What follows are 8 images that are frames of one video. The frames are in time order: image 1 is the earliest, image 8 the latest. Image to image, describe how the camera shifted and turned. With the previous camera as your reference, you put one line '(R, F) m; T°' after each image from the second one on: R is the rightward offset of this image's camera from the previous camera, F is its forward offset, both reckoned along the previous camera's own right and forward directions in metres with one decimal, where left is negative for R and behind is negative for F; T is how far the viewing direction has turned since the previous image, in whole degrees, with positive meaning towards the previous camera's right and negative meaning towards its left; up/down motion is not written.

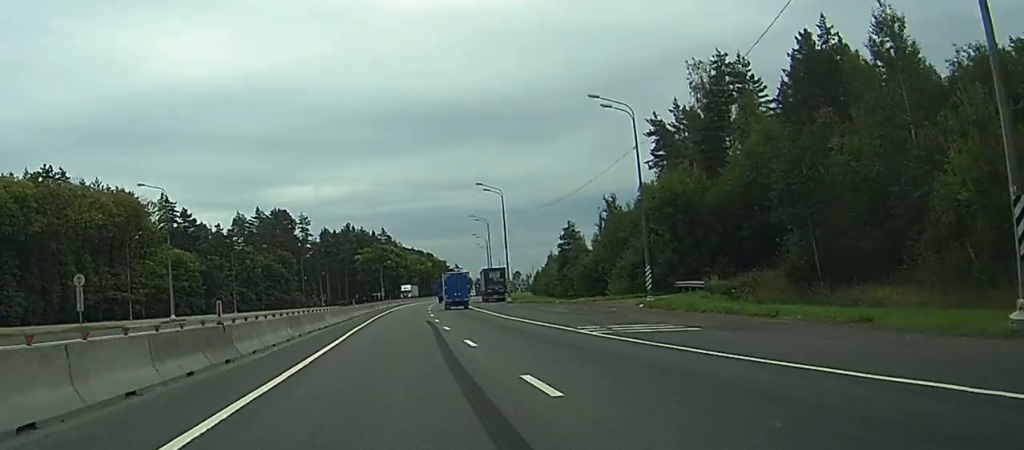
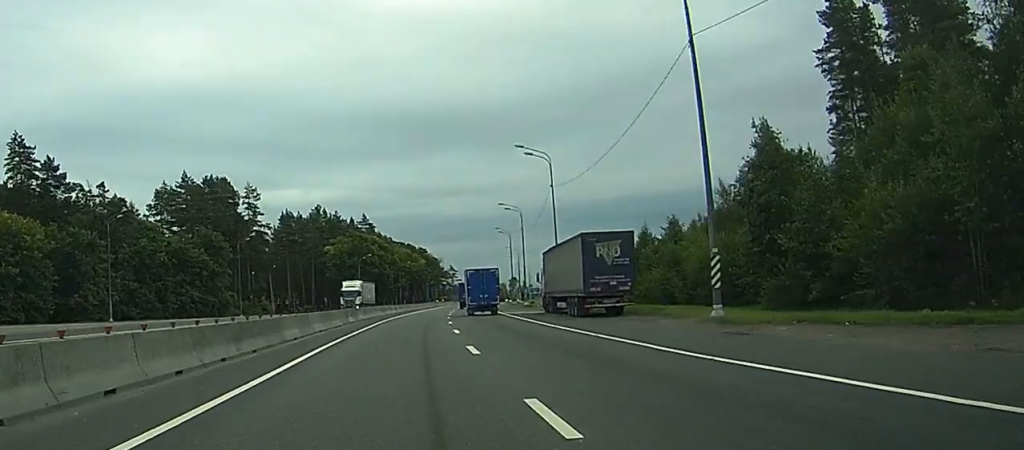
(+0.4, +62.1) m; 0°
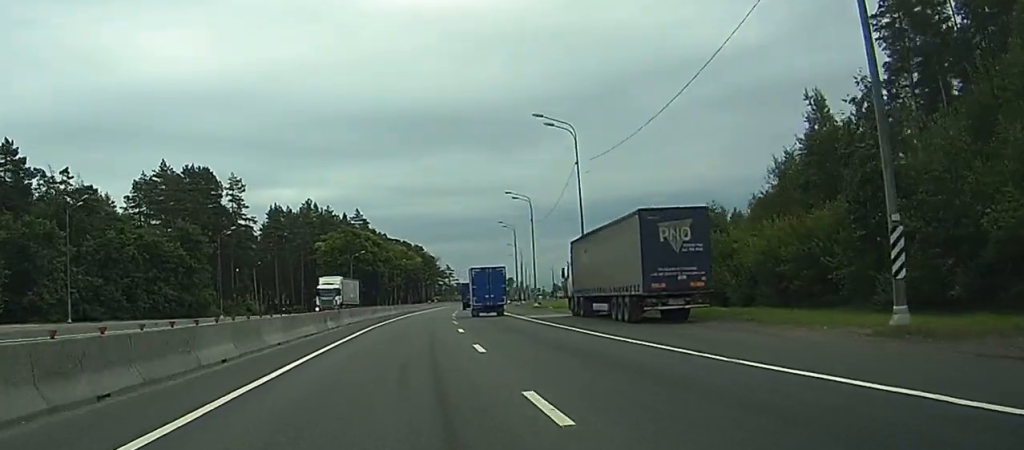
(0.0, +10.9) m; 0°
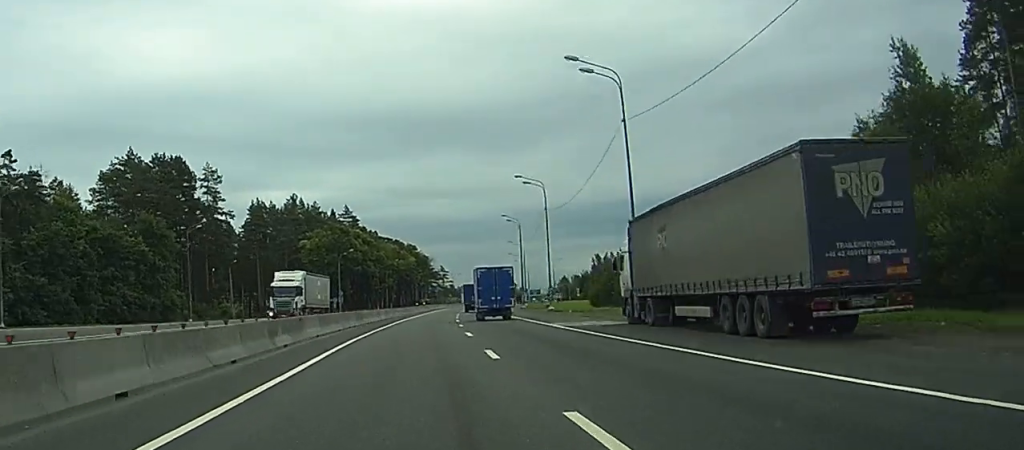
(0.0, +13.4) m; 0°
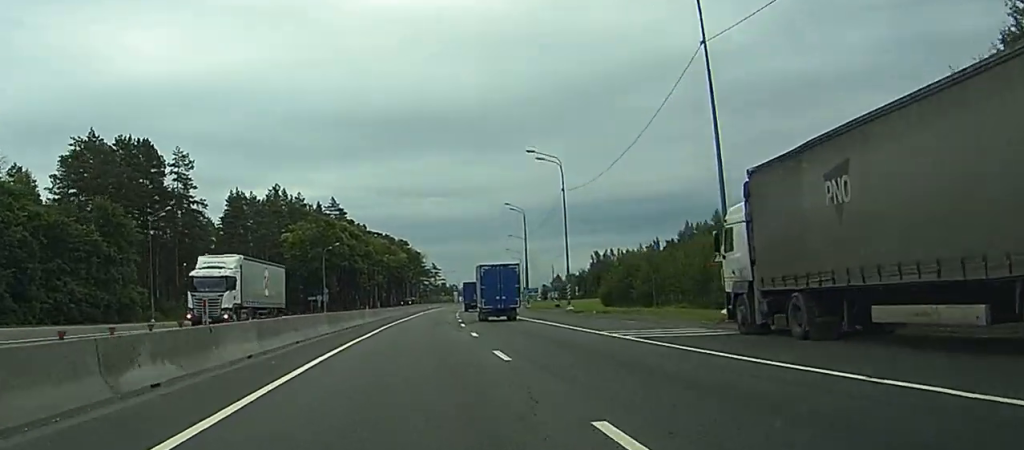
(0.0, +12.4) m; 0°
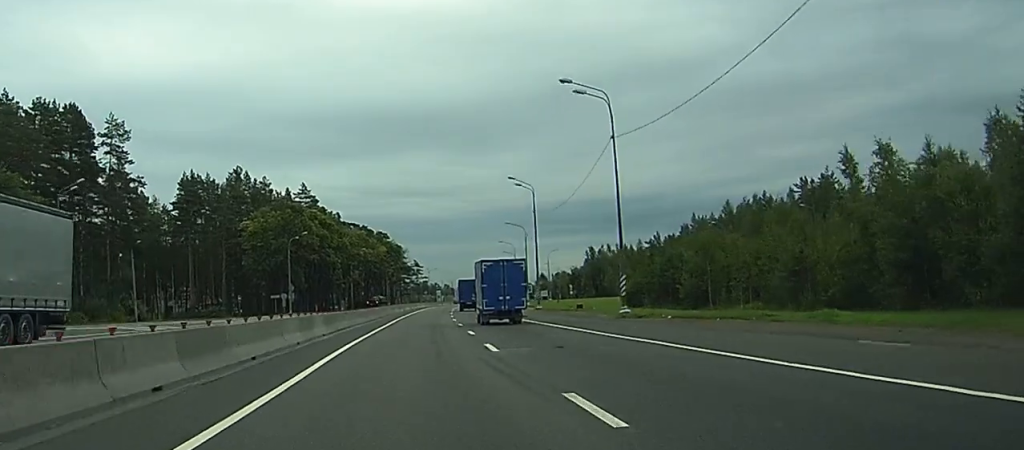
(+0.1, +20.6) m; +4°
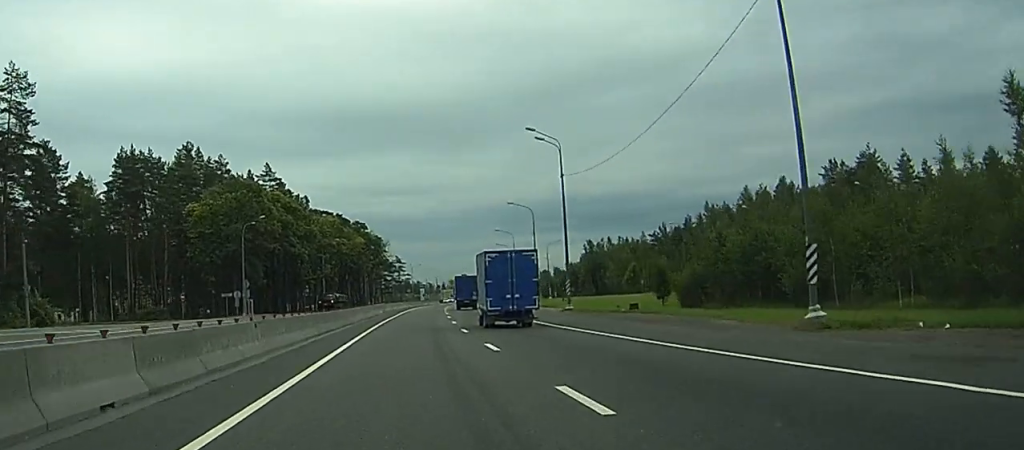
(+1.1, +21.8) m; +2°
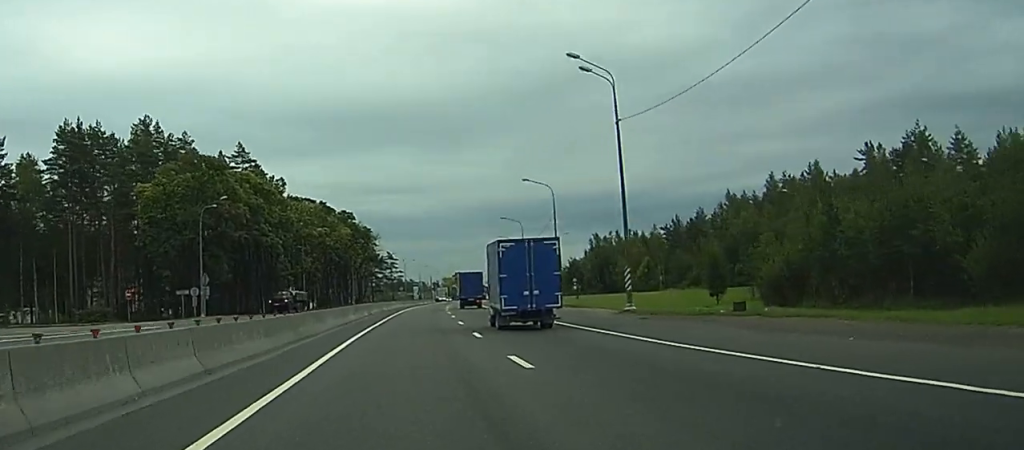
(+1.6, +16.9) m; -3°
